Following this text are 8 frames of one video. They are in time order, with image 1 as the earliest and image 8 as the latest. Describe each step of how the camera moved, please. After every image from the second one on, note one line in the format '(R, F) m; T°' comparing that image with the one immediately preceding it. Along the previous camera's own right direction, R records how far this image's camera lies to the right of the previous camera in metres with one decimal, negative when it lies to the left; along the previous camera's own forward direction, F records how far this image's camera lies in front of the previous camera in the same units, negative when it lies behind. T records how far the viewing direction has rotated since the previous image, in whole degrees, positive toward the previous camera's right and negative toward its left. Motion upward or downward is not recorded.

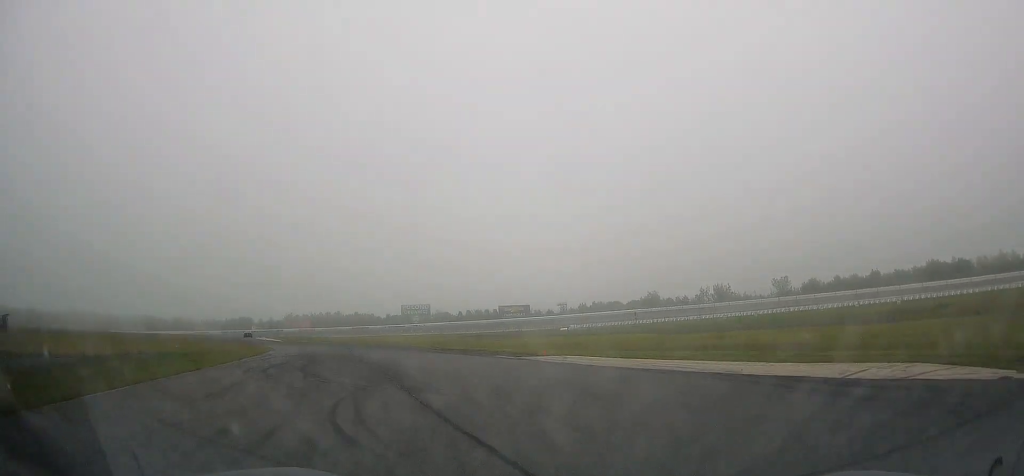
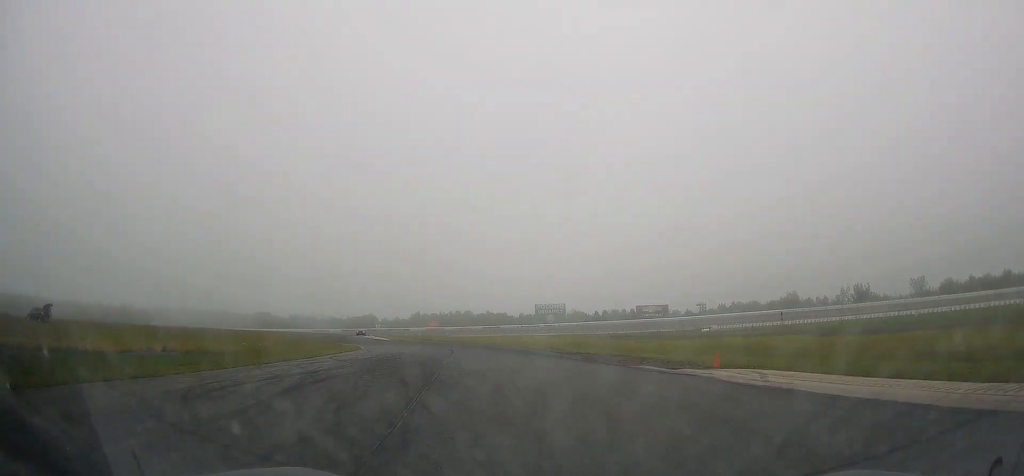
(-1.3, +10.0) m; -14°
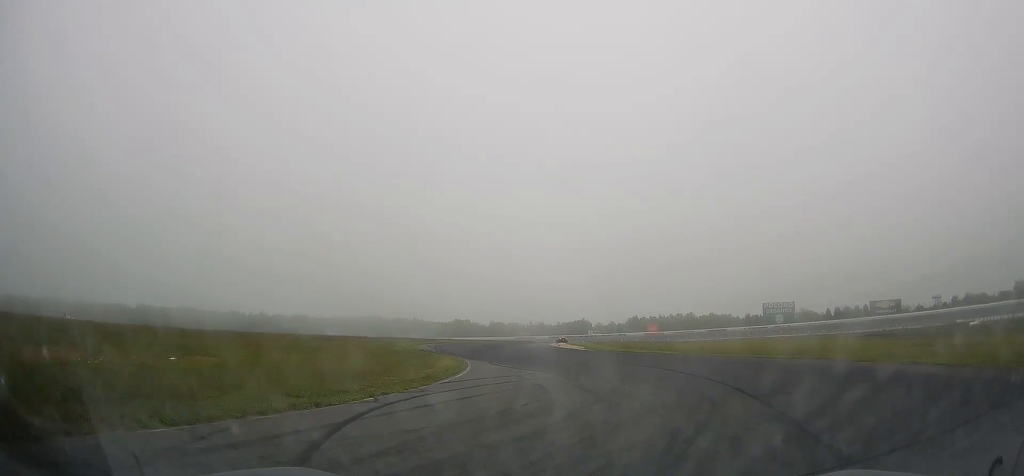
(-7.4, +32.2) m; -21°
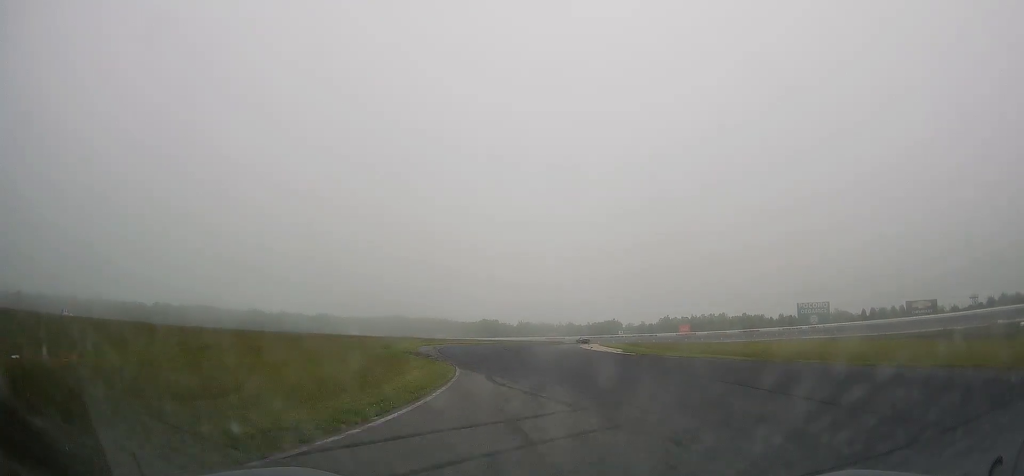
(-0.5, +9.5) m; -2°
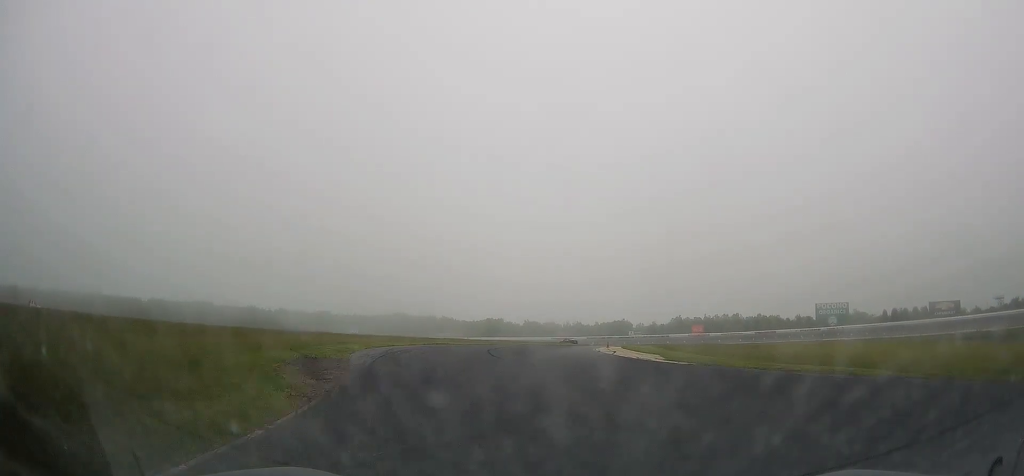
(-0.6, +13.8) m; -1°
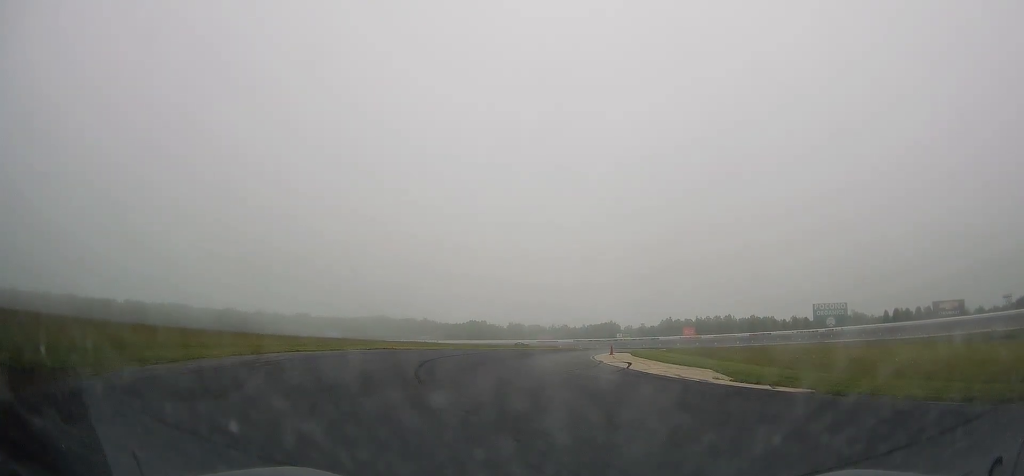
(+0.3, +14.1) m; +1°
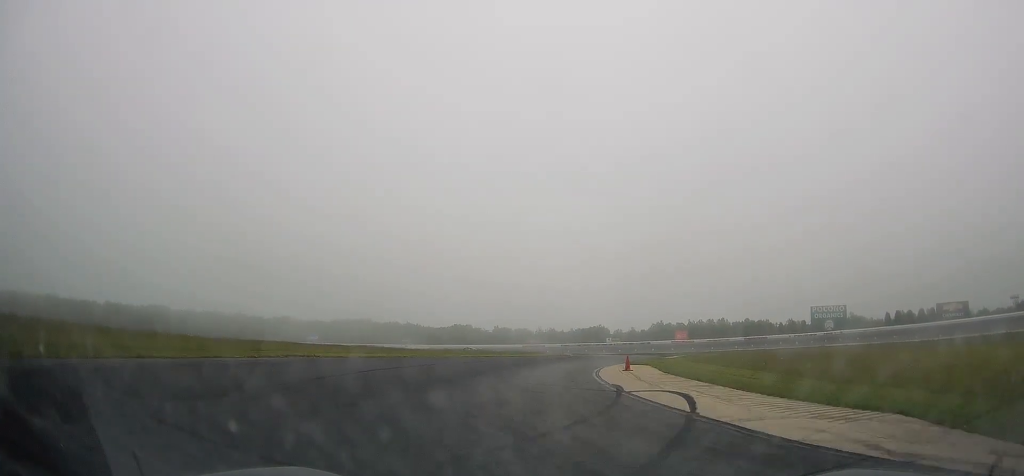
(+0.1, +11.1) m; +1°
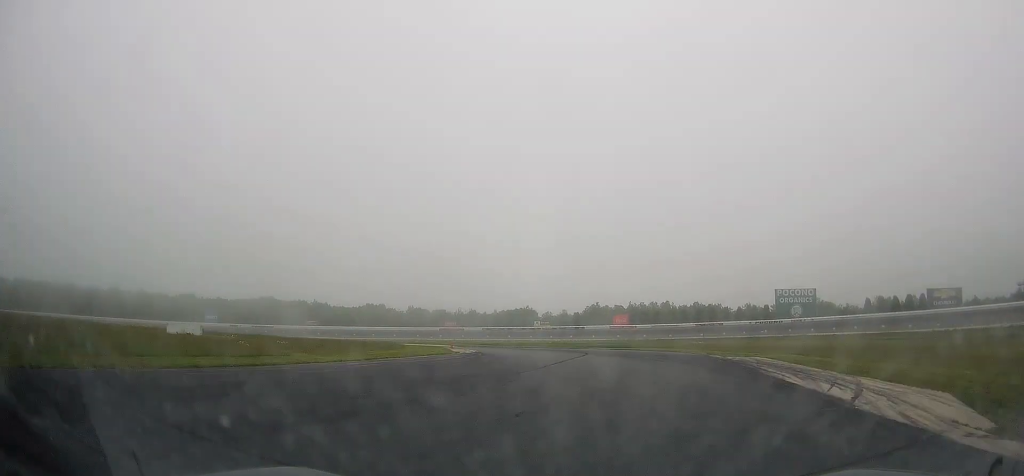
(+1.3, +37.9) m; +3°
